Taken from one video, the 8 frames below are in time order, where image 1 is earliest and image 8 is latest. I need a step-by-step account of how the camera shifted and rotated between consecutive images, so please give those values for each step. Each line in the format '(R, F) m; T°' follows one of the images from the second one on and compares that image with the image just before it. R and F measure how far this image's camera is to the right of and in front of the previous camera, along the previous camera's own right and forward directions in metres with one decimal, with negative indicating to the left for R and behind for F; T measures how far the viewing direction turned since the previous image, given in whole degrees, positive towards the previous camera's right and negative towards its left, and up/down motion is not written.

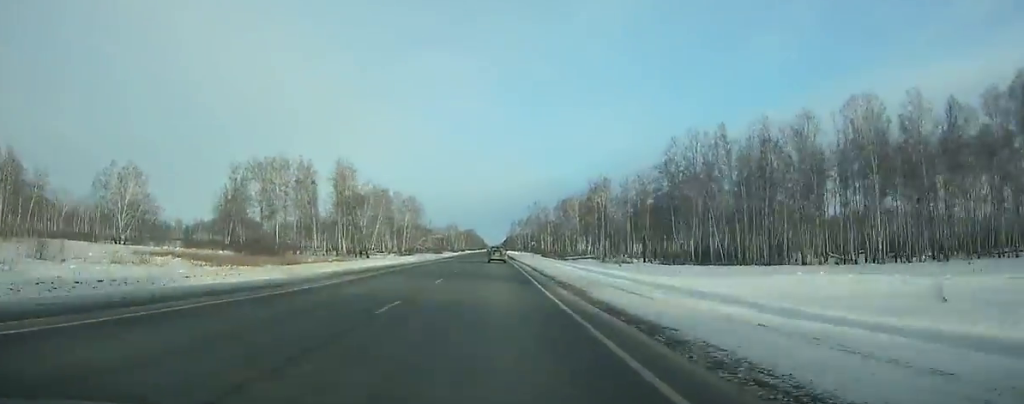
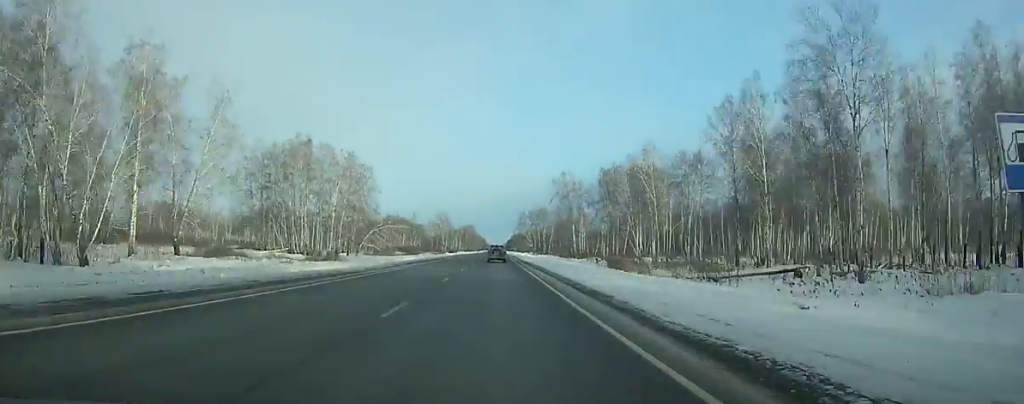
(-0.2, +108.4) m; 0°
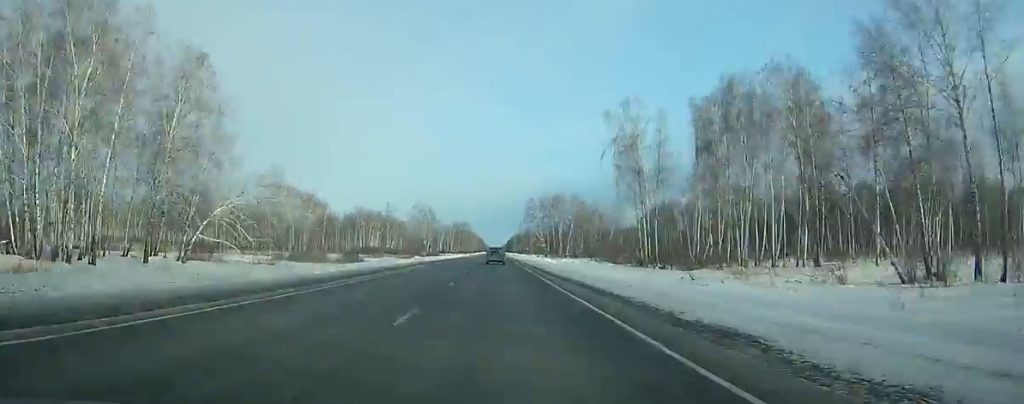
(+0.2, +84.5) m; 0°
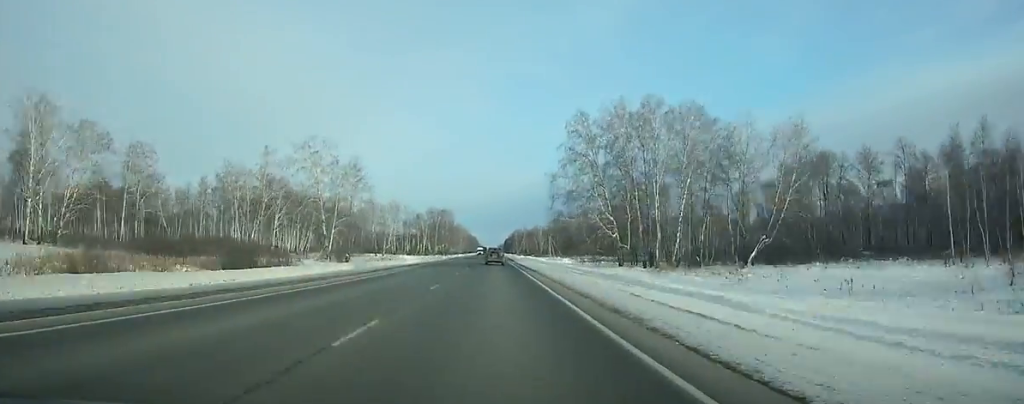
(+0.2, +147.8) m; 0°
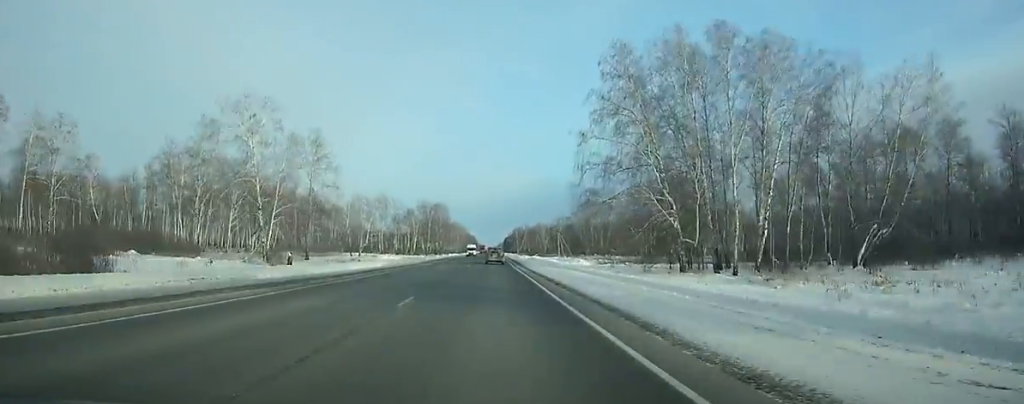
(0.0, +30.8) m; 0°
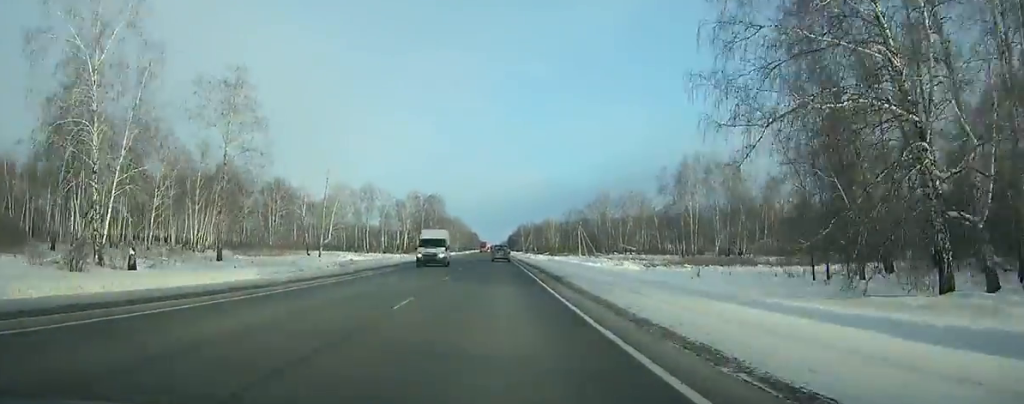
(0.0, +36.0) m; 0°
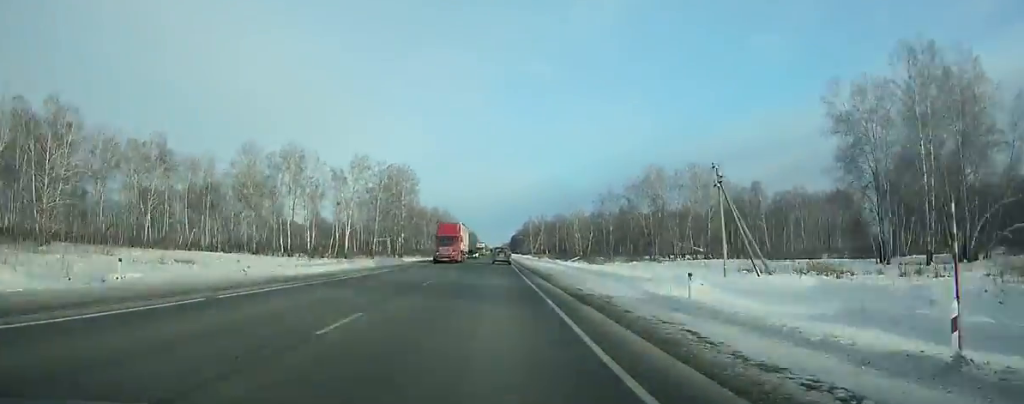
(-0.1, +88.6) m; 0°
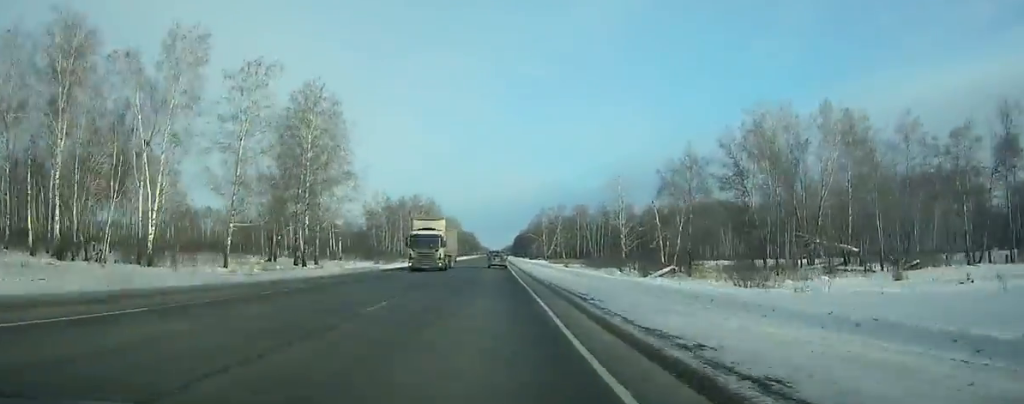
(-0.2, +79.4) m; 0°
